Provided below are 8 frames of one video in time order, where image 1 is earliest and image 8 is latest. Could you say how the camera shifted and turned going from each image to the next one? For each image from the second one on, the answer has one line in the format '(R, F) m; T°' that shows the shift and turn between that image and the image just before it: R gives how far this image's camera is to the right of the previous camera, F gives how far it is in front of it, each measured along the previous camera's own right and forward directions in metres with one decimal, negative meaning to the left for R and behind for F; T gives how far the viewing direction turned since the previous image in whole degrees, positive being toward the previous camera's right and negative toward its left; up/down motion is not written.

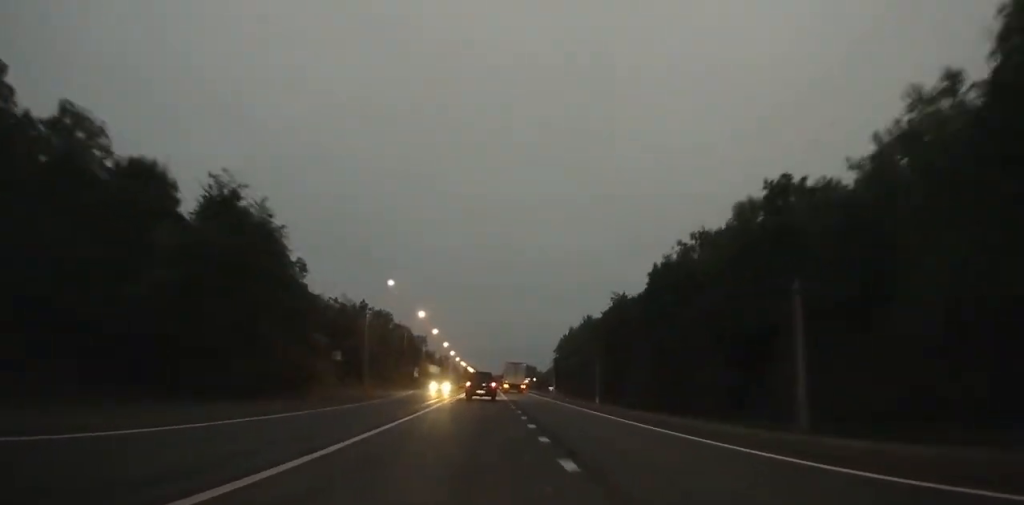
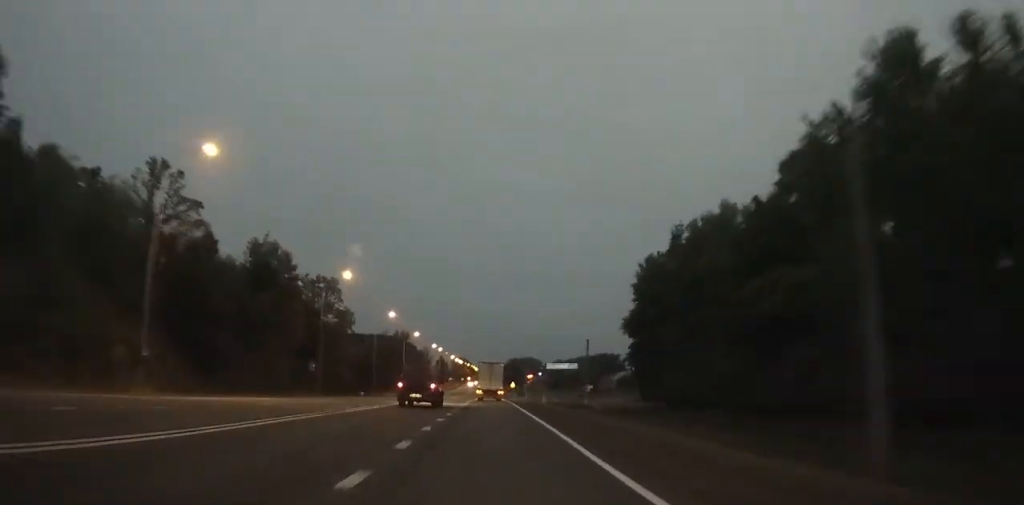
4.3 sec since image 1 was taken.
(+1.0, +95.9) m; 0°
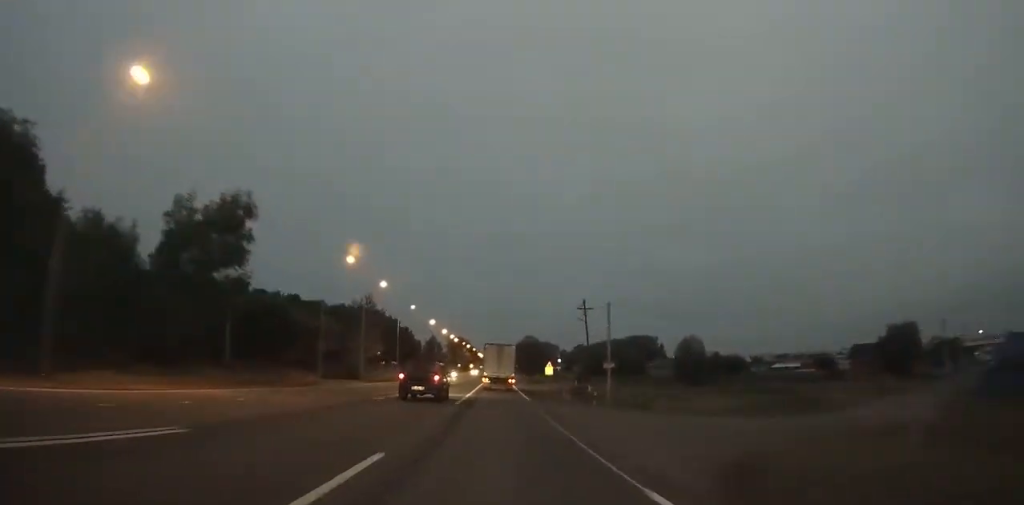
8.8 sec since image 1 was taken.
(-1.5, +99.4) m; -1°
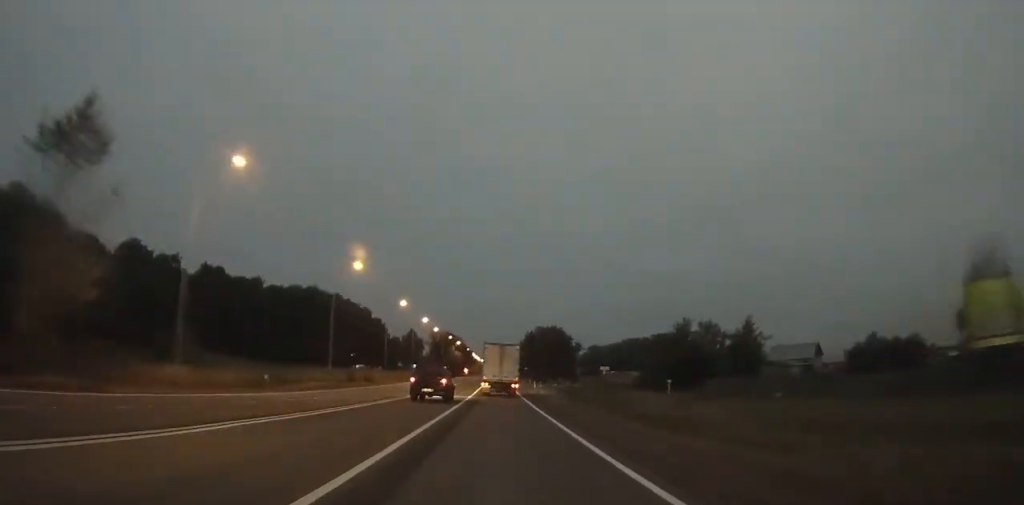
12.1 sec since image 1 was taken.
(+0.1, +70.9) m; 0°
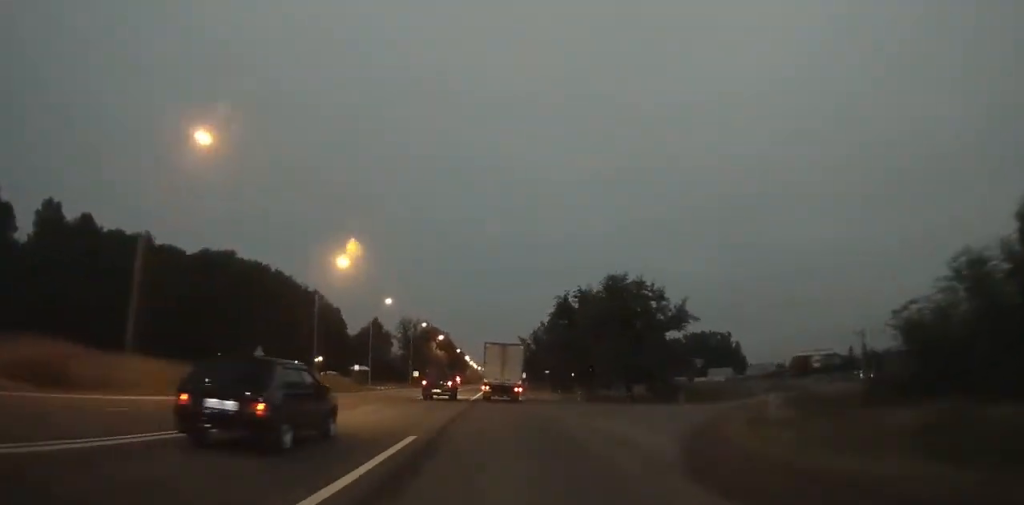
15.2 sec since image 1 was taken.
(0.0, +64.4) m; 0°
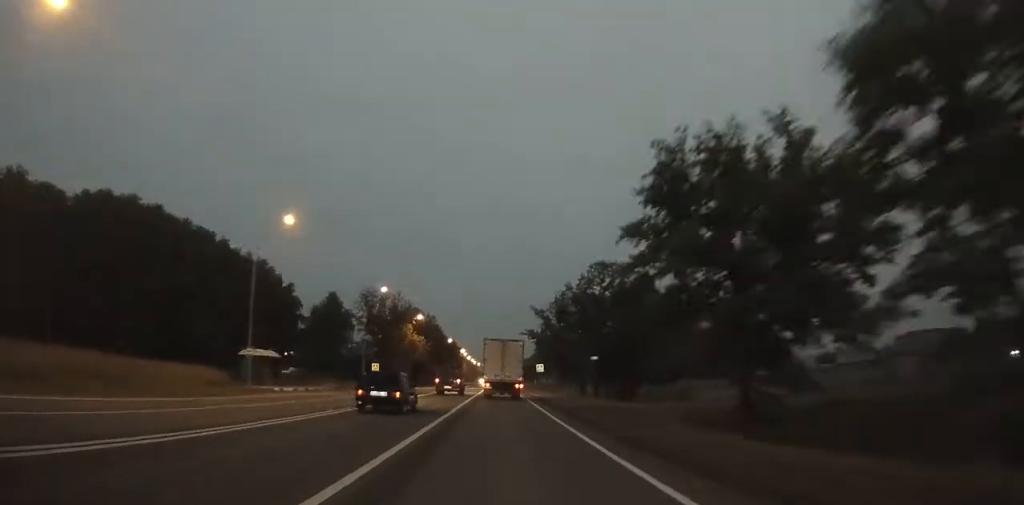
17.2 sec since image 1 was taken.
(-0.1, +40.3) m; 0°
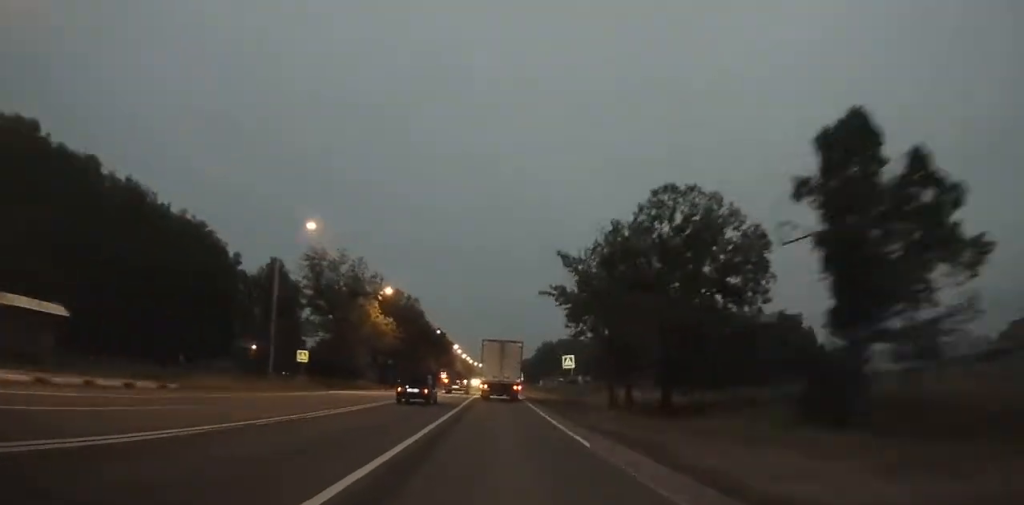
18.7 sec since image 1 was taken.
(0.0, +29.8) m; 0°
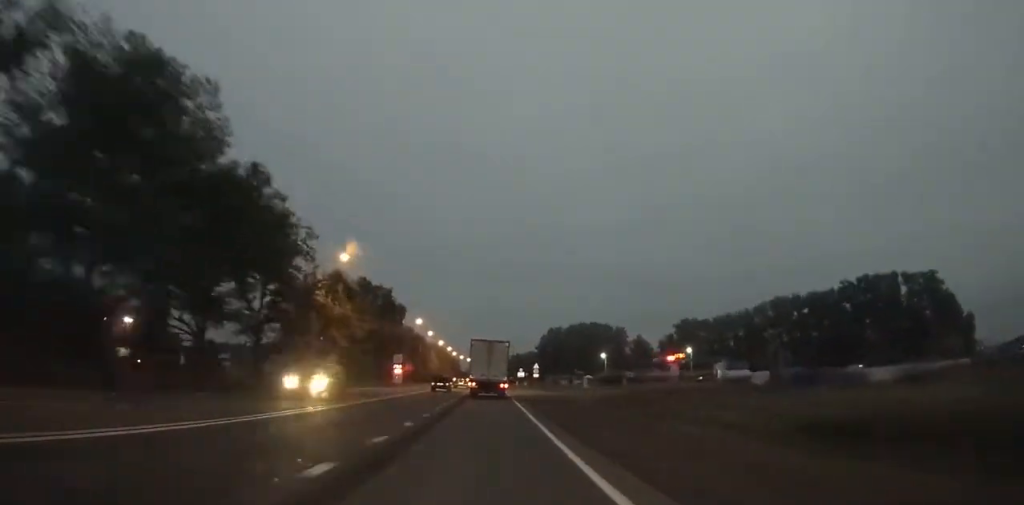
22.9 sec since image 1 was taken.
(+0.3, +79.9) m; 0°
